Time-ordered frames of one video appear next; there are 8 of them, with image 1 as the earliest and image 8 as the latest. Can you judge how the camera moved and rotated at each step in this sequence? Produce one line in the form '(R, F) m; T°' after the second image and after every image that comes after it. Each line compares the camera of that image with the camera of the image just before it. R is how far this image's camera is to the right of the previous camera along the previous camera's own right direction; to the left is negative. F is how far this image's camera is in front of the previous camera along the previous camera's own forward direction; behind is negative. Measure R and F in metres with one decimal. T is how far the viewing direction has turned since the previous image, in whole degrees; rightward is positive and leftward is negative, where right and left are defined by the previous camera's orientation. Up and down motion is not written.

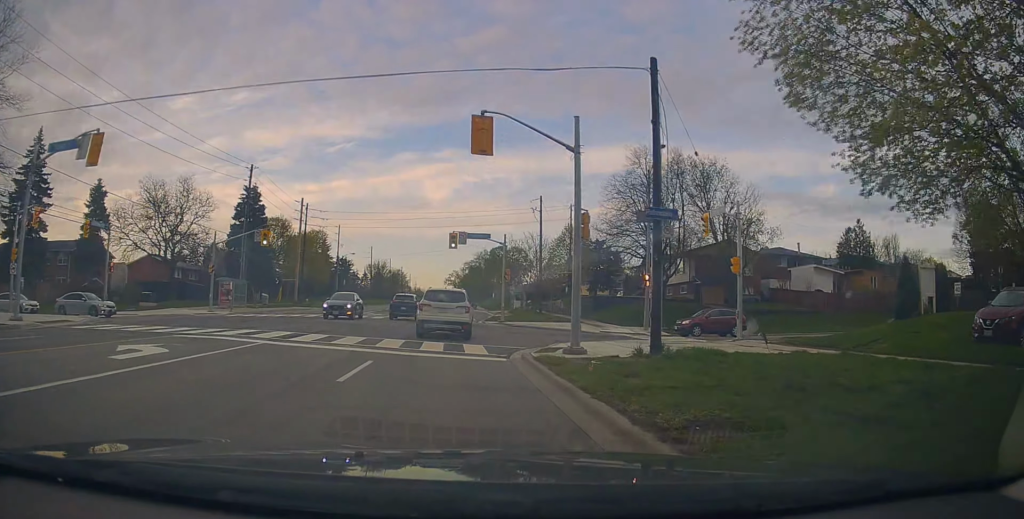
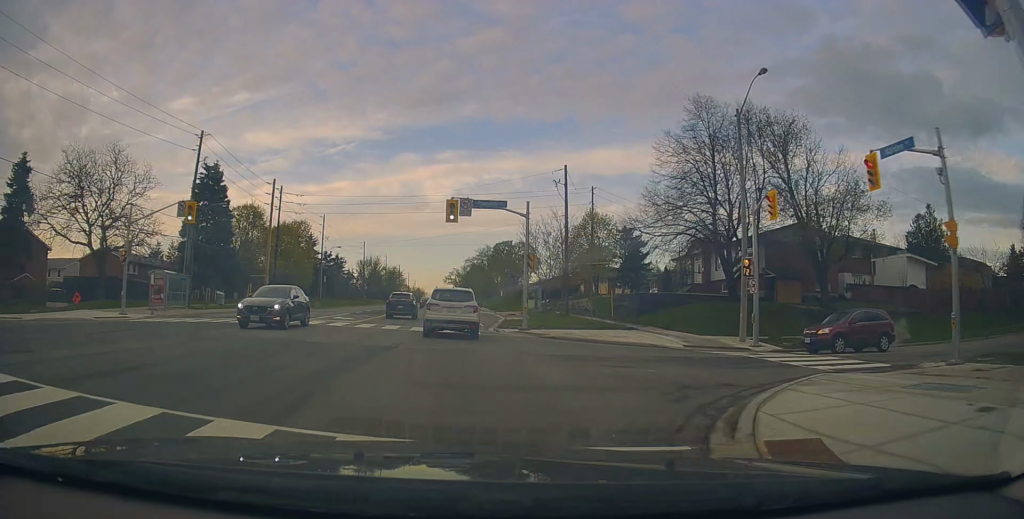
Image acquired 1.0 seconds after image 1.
(-0.1, +12.8) m; 0°
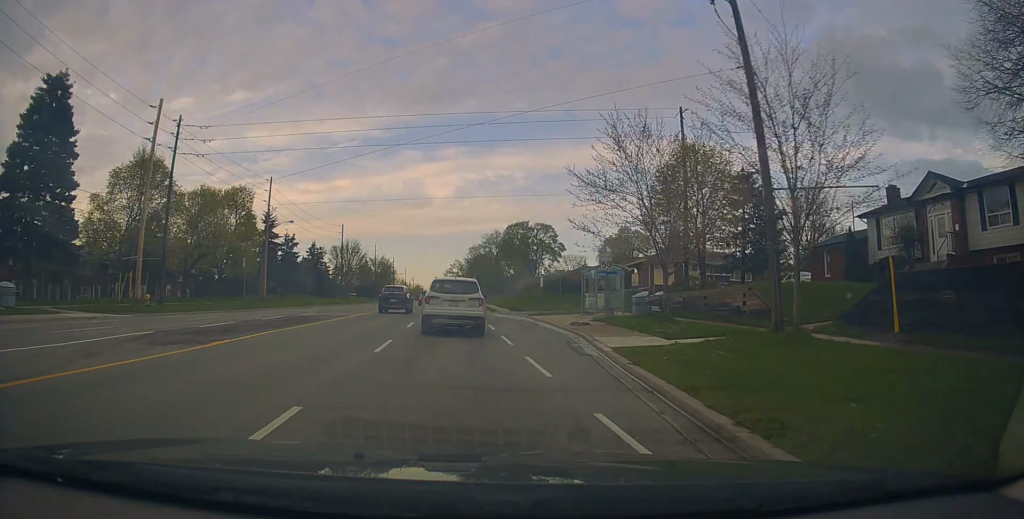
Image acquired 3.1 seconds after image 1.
(+0.2, +28.0) m; +1°
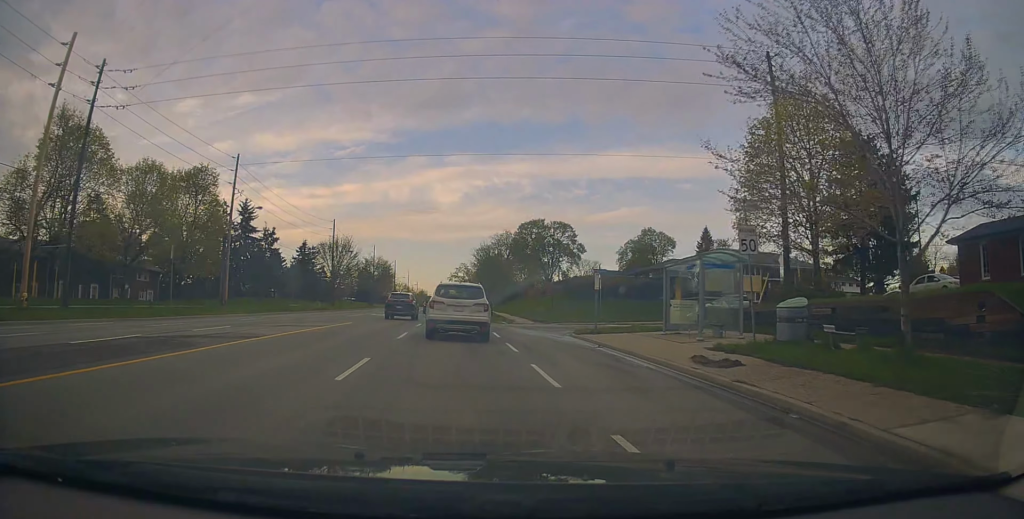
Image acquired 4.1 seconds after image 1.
(+0.2, +13.3) m; -1°
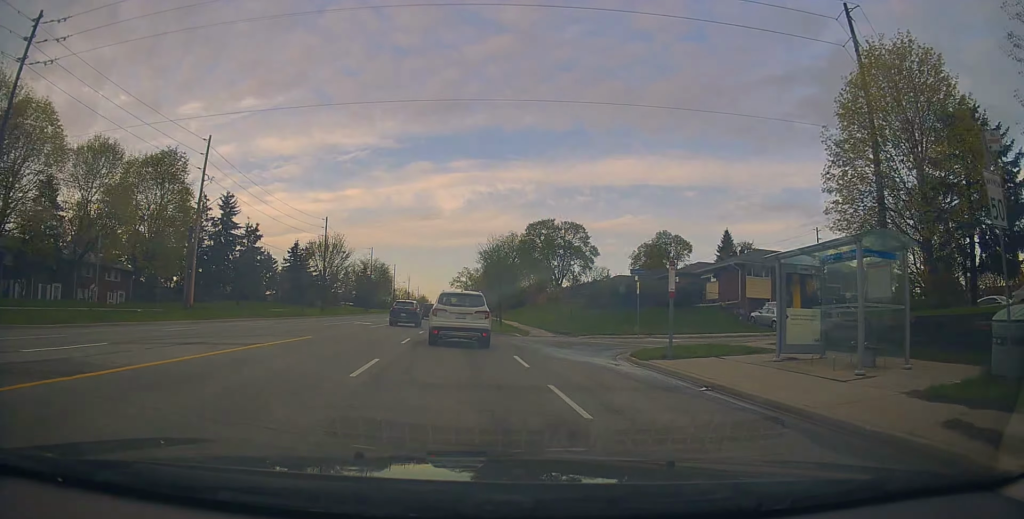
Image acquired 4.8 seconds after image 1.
(0.0, +8.1) m; -1°
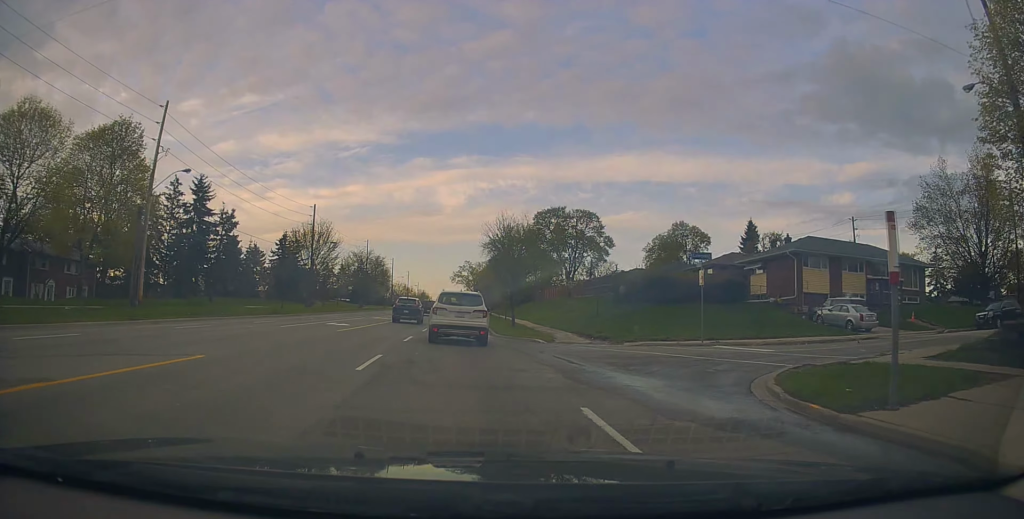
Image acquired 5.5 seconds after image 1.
(-0.5, +8.3) m; -1°
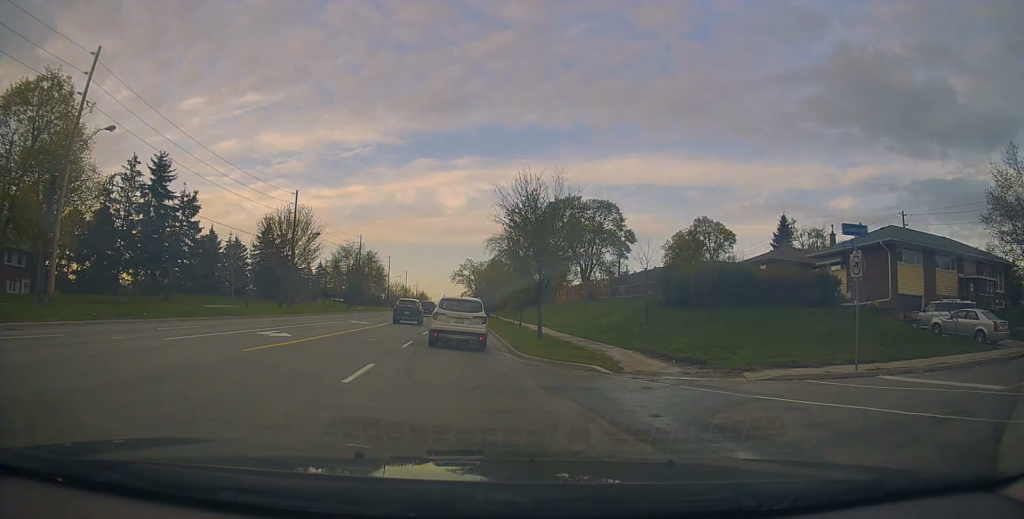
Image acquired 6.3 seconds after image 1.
(+0.4, +9.6) m; +2°
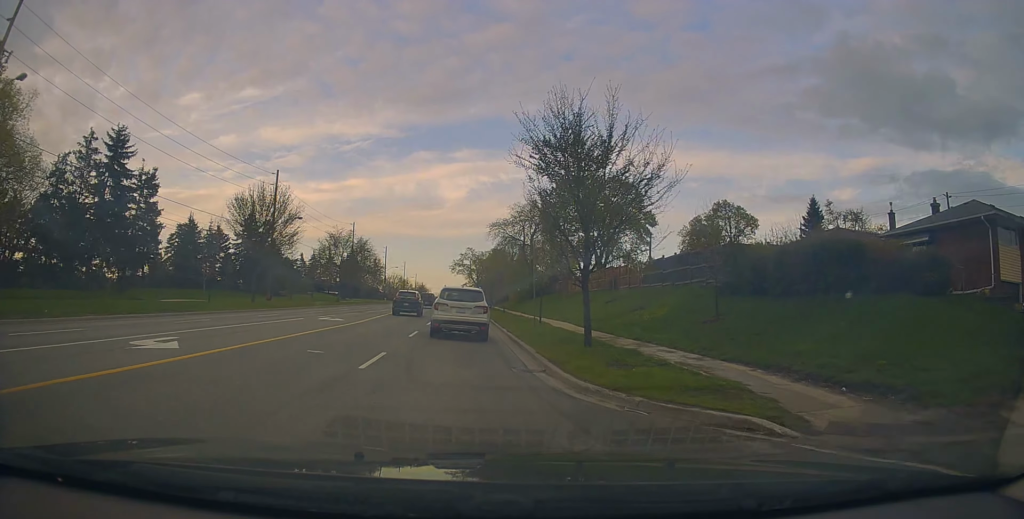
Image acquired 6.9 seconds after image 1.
(+0.1, +7.5) m; 0°
